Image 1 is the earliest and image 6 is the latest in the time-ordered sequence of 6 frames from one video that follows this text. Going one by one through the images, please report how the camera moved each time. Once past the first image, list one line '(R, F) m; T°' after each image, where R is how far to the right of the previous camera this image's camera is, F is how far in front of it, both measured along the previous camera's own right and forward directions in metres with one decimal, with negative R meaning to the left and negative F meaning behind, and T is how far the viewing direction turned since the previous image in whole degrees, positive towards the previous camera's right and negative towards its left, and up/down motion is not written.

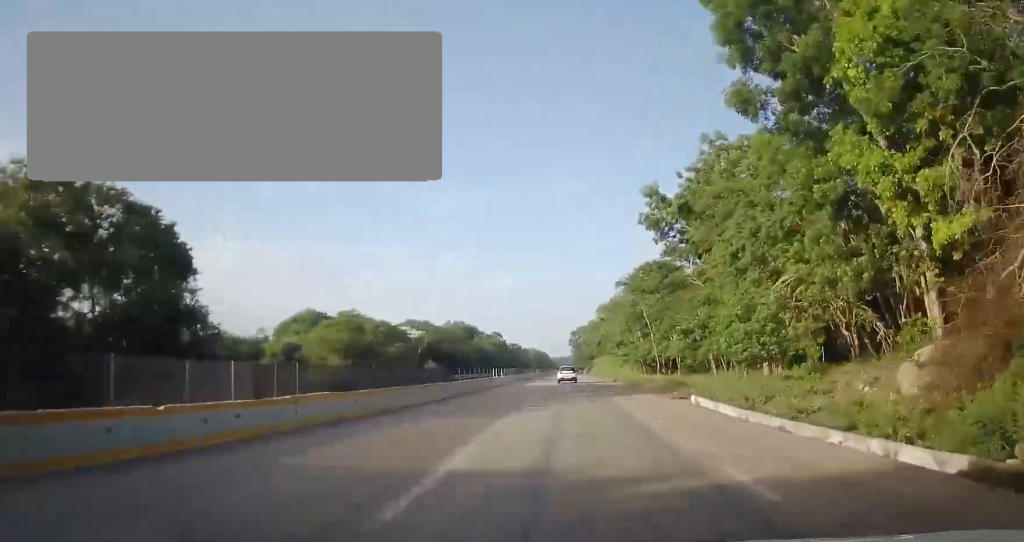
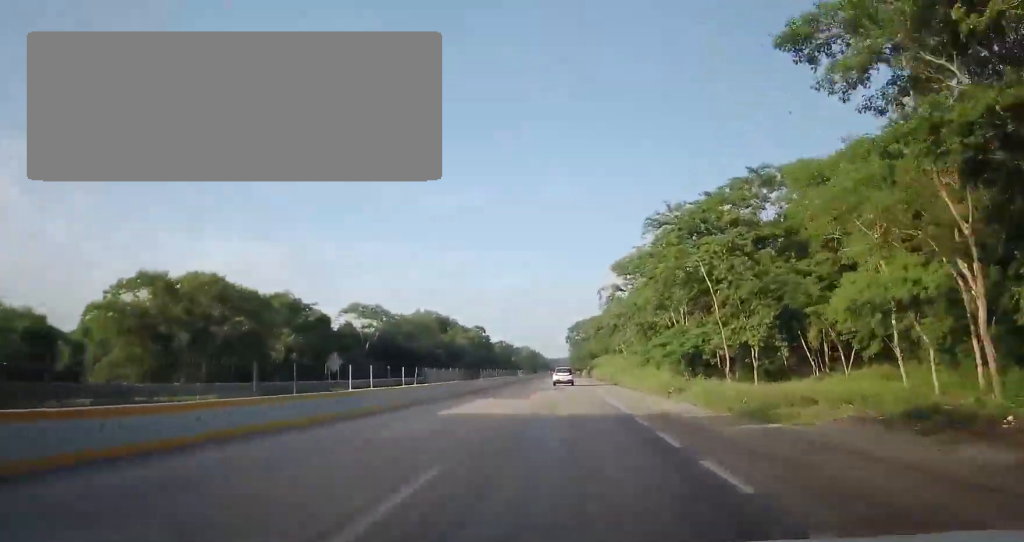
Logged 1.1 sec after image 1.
(+0.1, +32.6) m; +1°
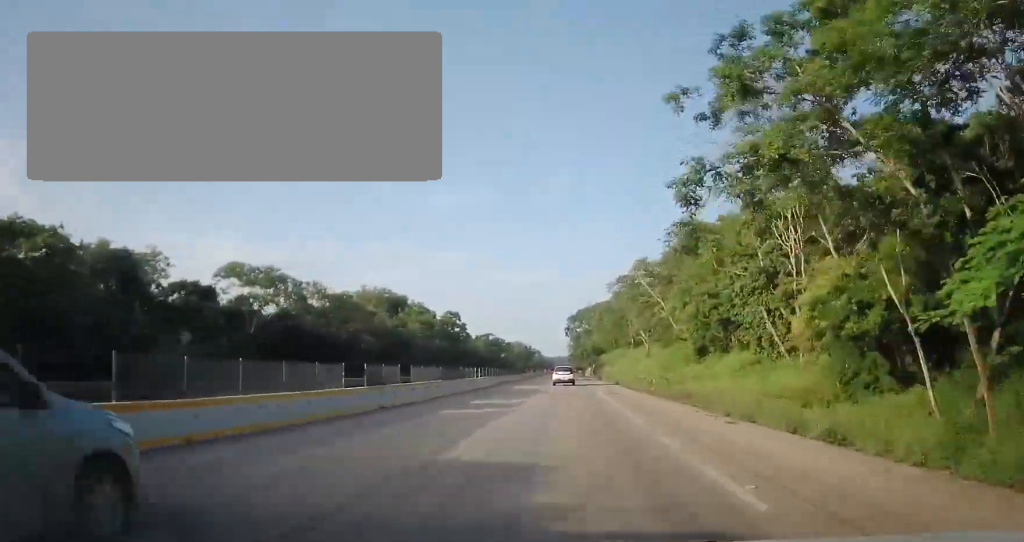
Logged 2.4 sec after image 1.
(+0.4, +38.0) m; 0°
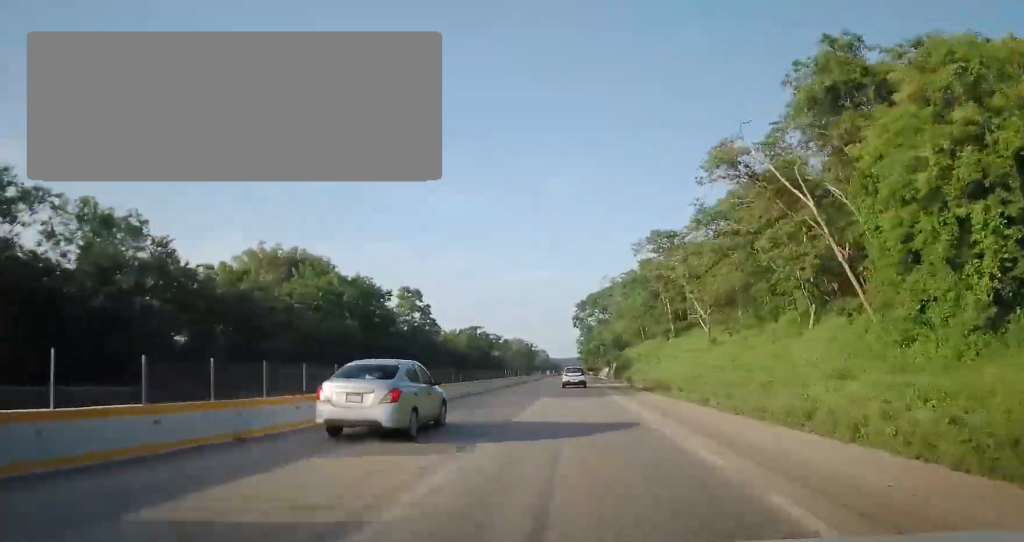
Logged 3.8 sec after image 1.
(-0.7, +39.0) m; -1°
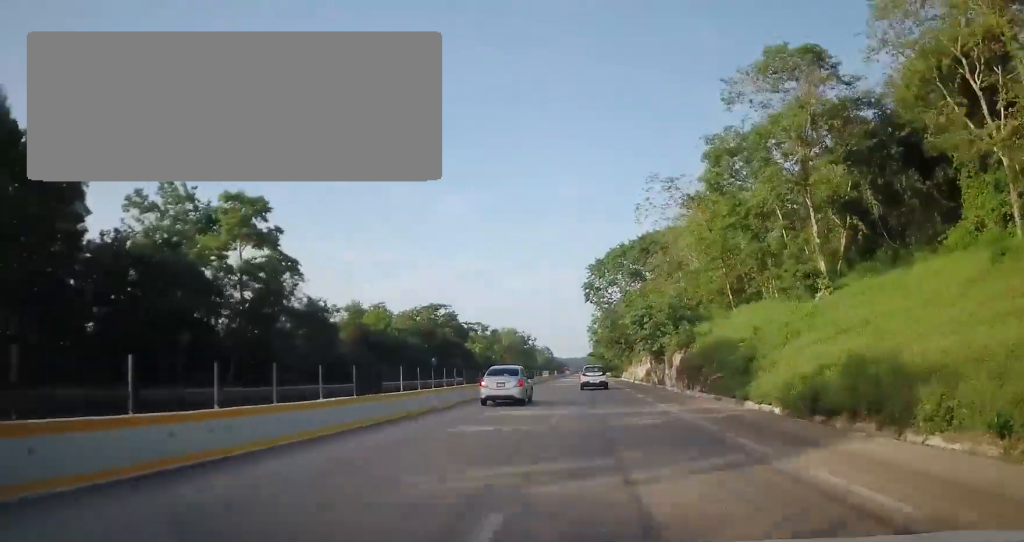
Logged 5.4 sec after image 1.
(+0.5, +48.4) m; +1°
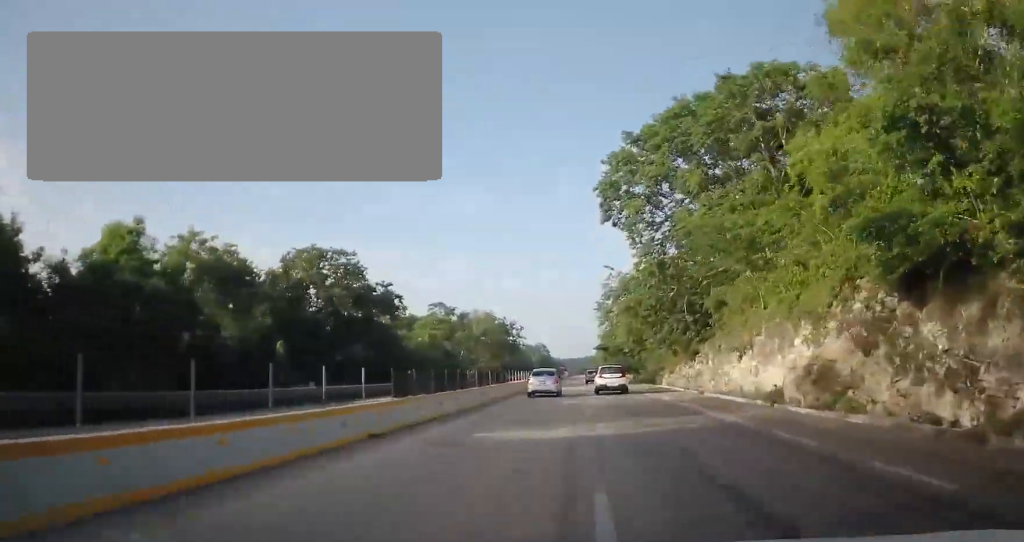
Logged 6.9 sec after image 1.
(-0.4, +45.1) m; -1°
